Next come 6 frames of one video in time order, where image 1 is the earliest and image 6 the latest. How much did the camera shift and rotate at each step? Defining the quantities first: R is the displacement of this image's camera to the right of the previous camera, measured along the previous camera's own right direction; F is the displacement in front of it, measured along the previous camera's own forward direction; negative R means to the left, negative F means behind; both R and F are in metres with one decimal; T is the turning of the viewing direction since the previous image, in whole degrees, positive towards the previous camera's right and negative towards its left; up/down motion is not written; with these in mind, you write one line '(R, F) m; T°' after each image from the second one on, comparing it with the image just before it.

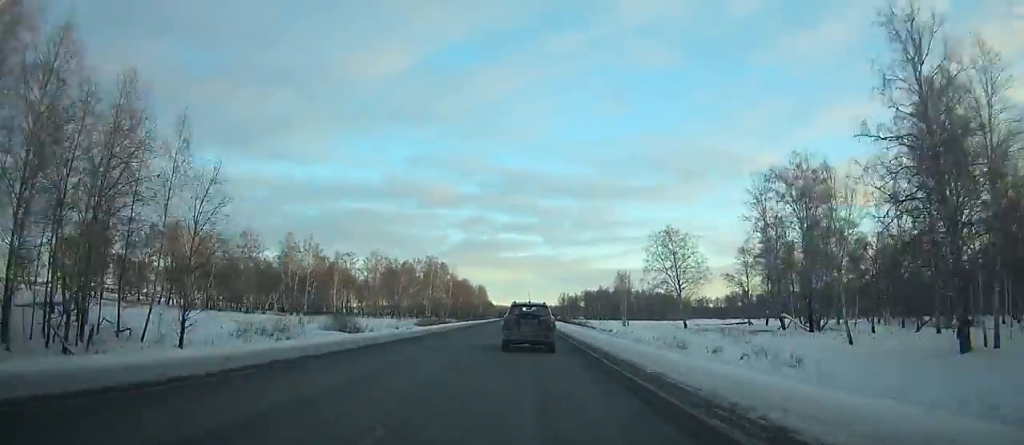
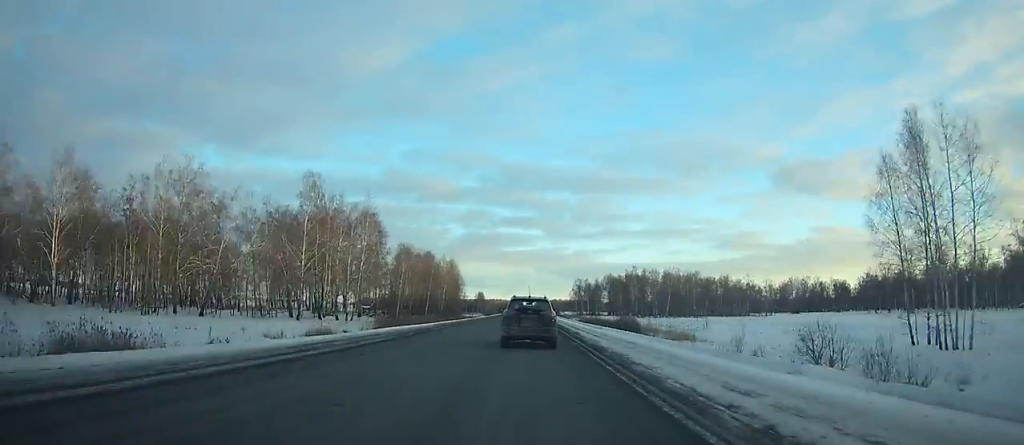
(+0.2, +109.1) m; 0°
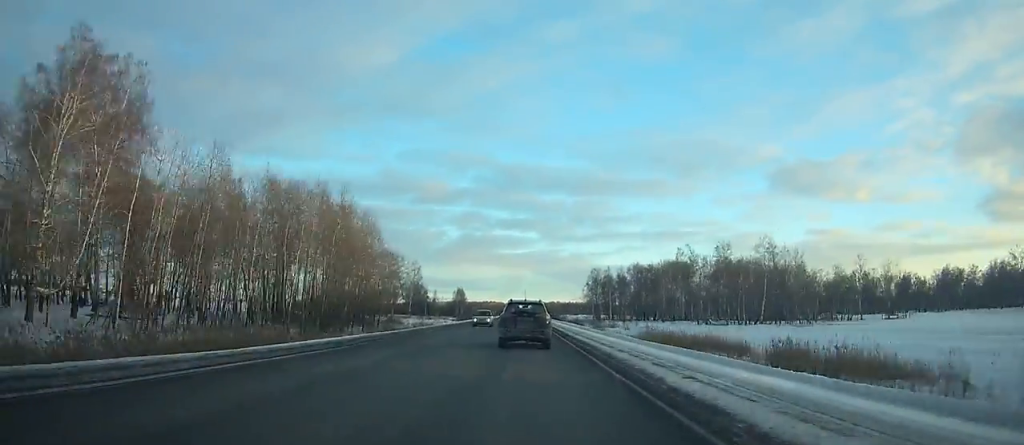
(+0.1, +83.8) m; 0°
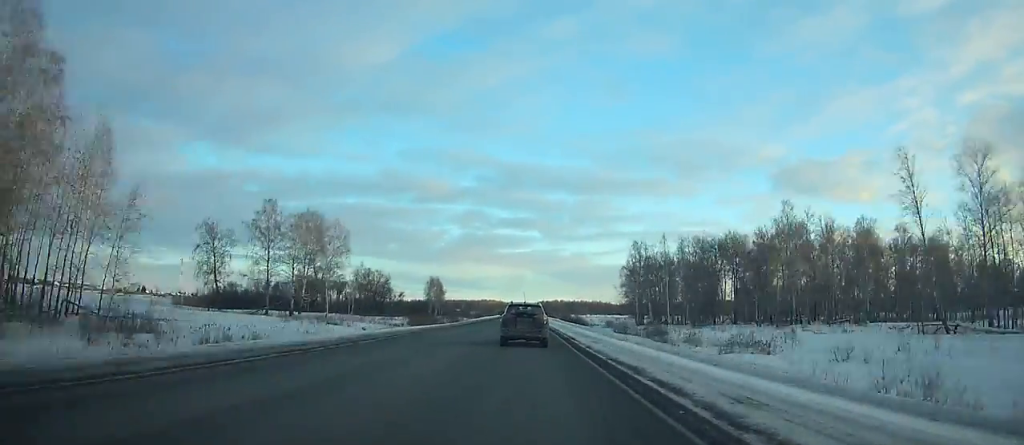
(+0.1, +72.7) m; 0°
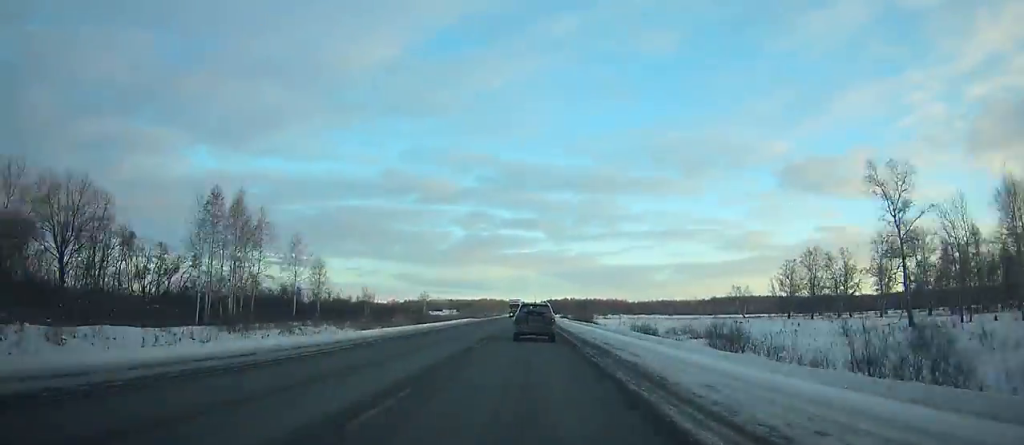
(-0.5, +129.4) m; 0°
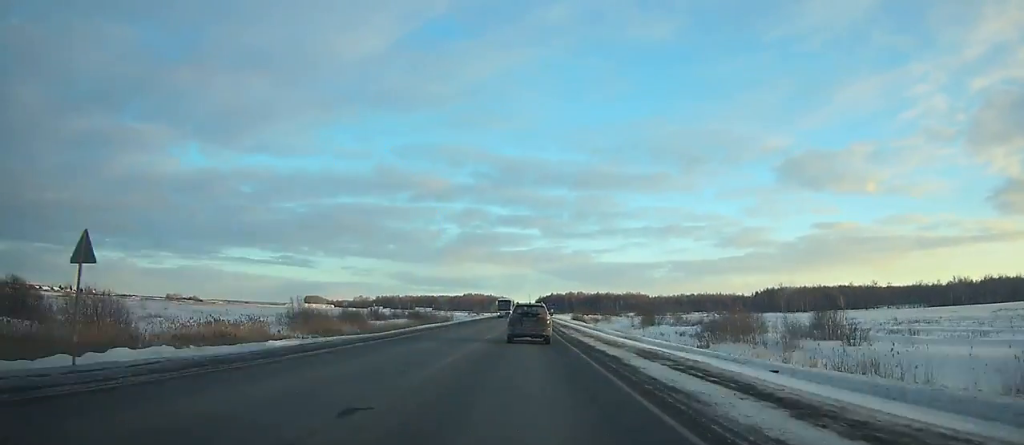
(+0.6, +183.5) m; 0°
